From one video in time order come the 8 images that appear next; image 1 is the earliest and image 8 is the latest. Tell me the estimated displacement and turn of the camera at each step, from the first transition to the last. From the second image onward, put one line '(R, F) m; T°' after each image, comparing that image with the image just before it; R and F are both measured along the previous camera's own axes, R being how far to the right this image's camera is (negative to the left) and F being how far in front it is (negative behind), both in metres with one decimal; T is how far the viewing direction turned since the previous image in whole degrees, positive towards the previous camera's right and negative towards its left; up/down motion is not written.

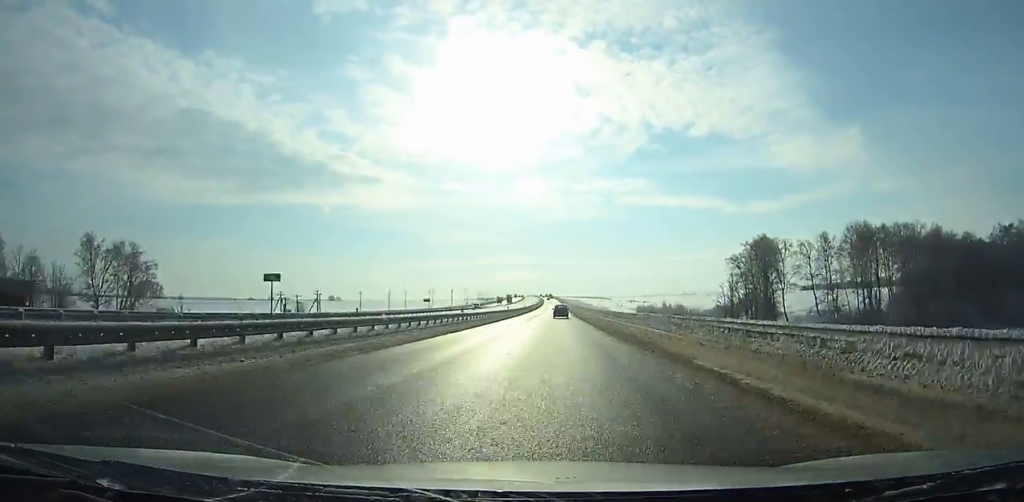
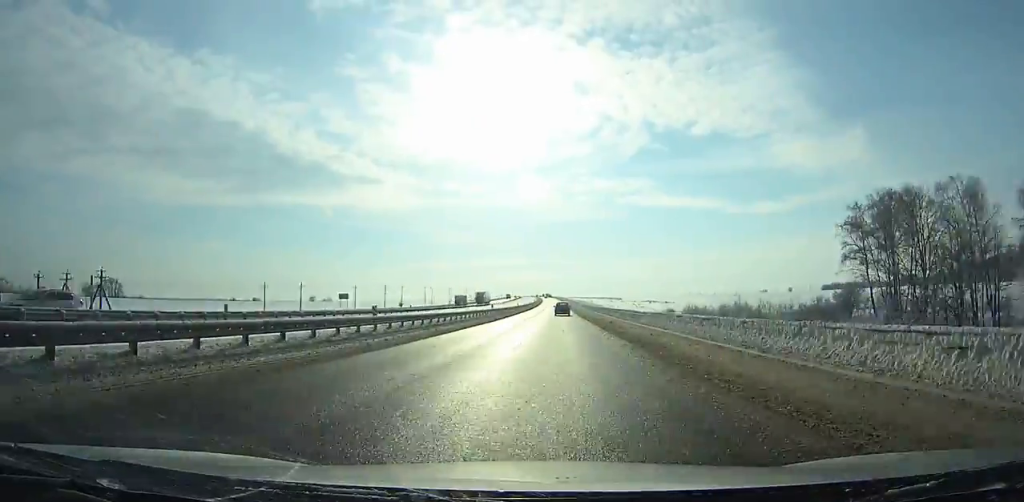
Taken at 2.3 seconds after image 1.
(0.0, +61.1) m; 0°
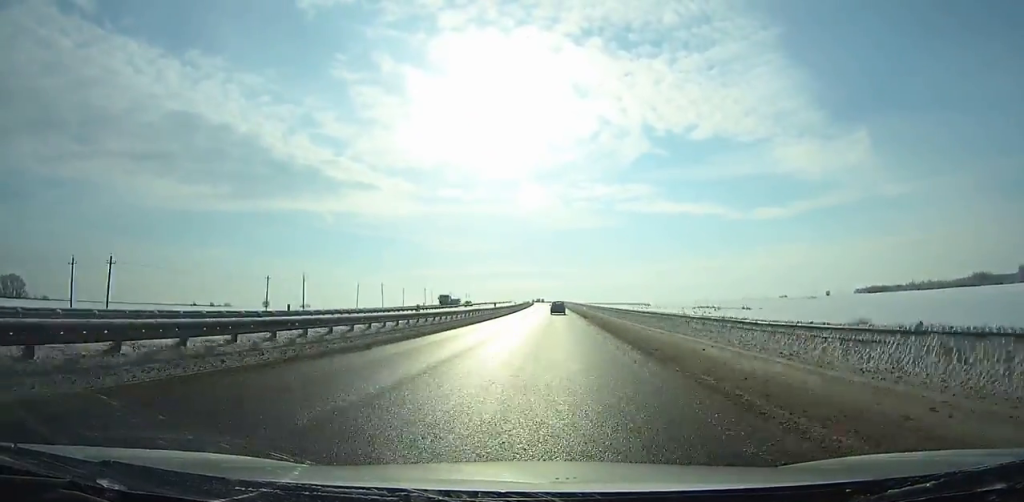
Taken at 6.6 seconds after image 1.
(0.0, +112.7) m; 0°
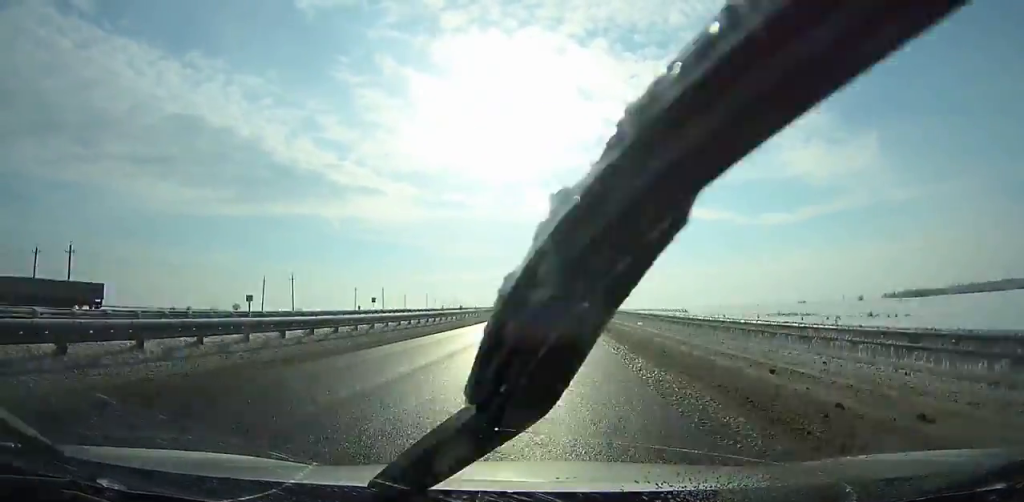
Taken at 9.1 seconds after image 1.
(-0.3, +64.3) m; 0°
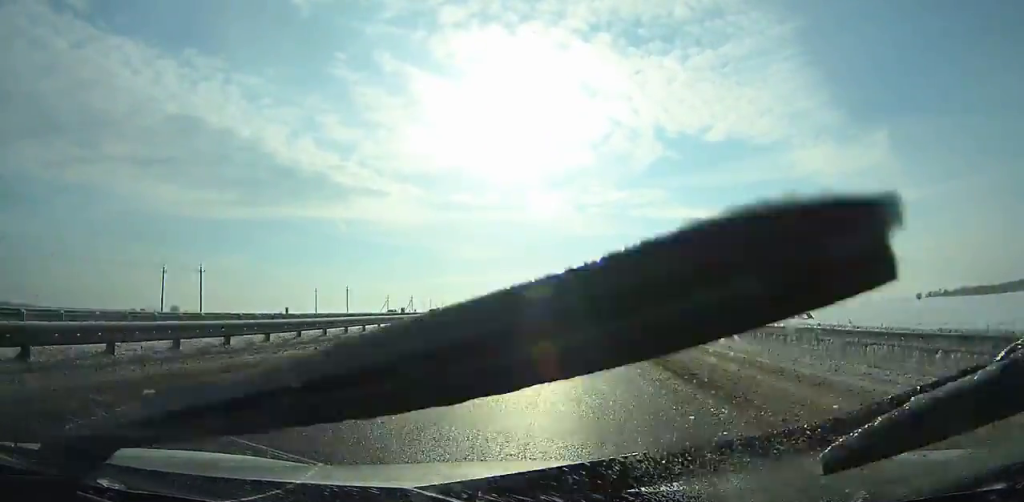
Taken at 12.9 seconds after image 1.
(-0.6, +96.6) m; -1°
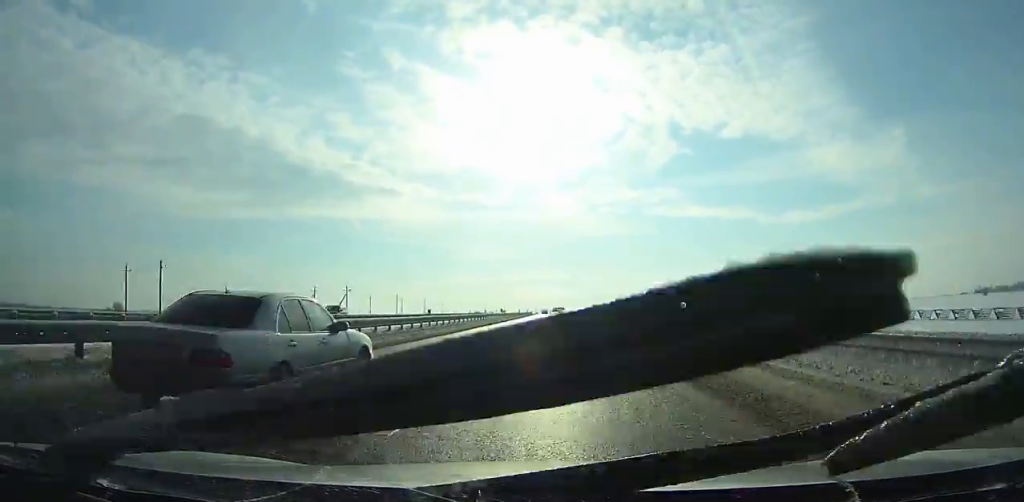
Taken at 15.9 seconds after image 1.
(-0.9, +75.8) m; -1°
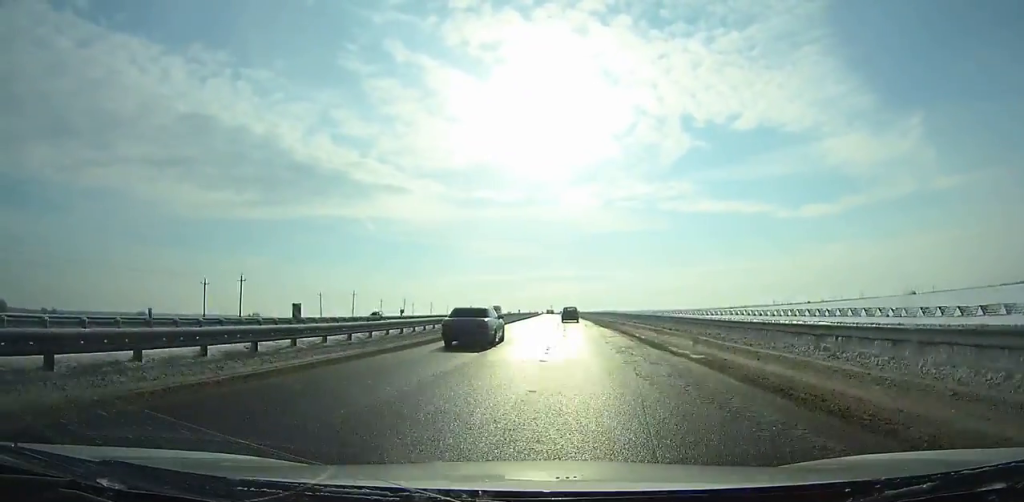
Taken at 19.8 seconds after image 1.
(-2.0, +99.7) m; -2°
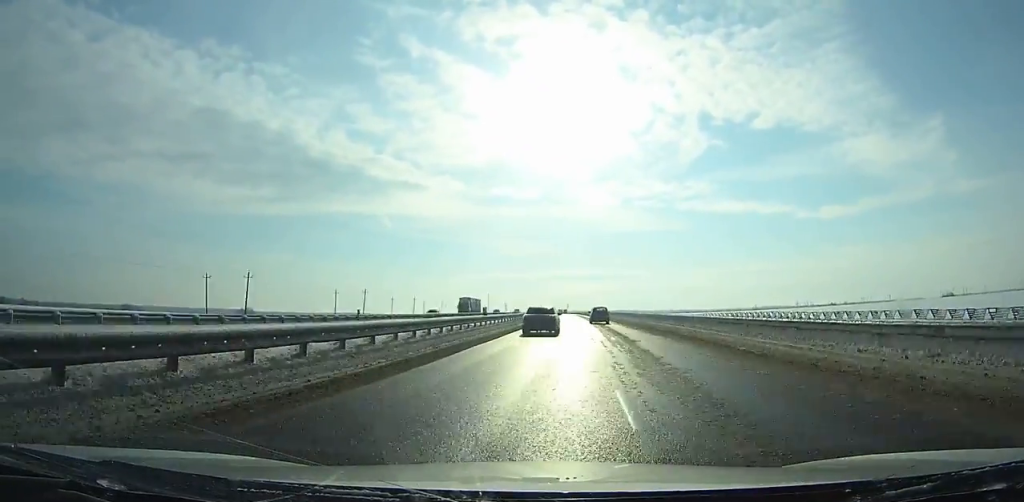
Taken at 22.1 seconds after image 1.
(-0.9, +59.5) m; -1°
